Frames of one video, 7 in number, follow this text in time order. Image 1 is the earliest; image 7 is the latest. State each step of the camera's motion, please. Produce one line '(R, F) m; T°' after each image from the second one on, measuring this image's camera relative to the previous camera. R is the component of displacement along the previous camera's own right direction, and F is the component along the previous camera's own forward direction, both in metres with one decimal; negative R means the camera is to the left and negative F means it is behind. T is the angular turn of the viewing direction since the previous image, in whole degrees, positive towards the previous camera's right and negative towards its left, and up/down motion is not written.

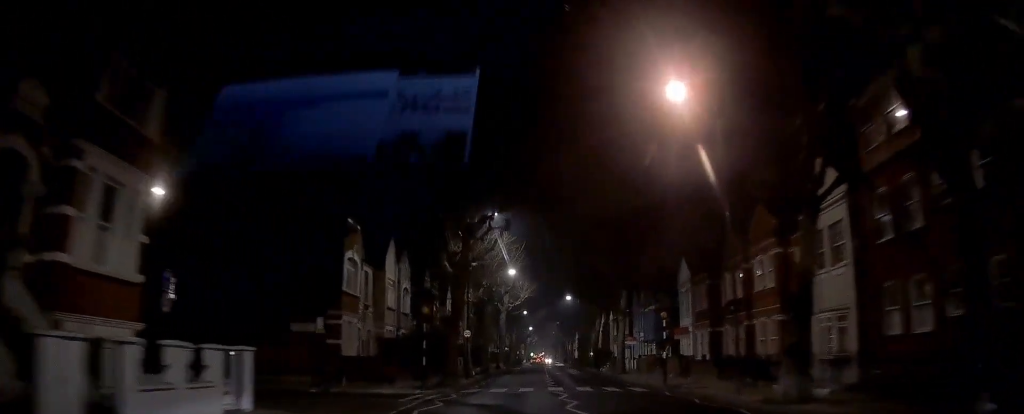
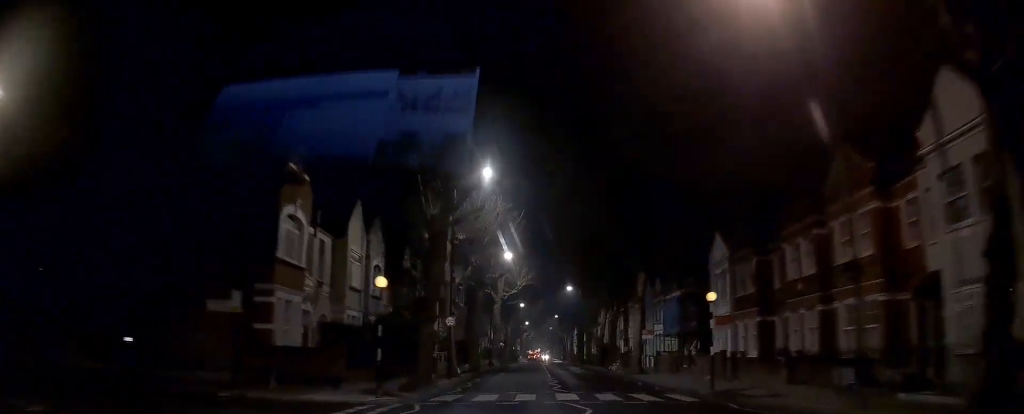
(+0.1, +7.5) m; +1°
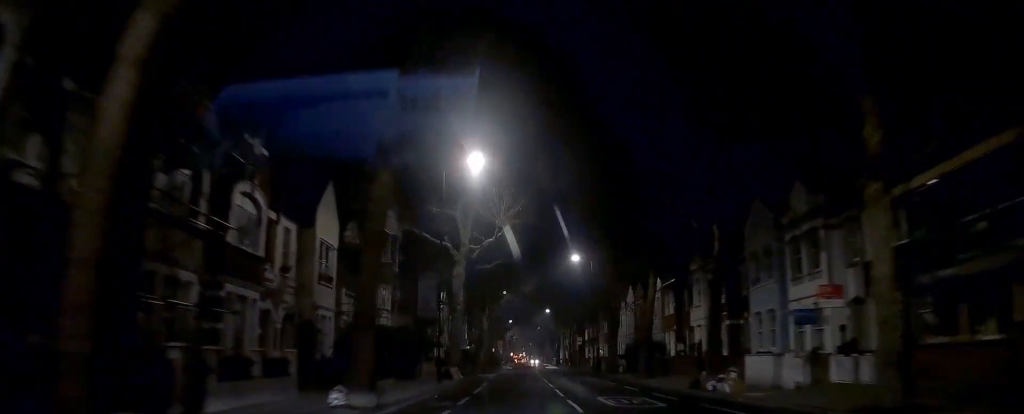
(+0.3, +27.3) m; +1°
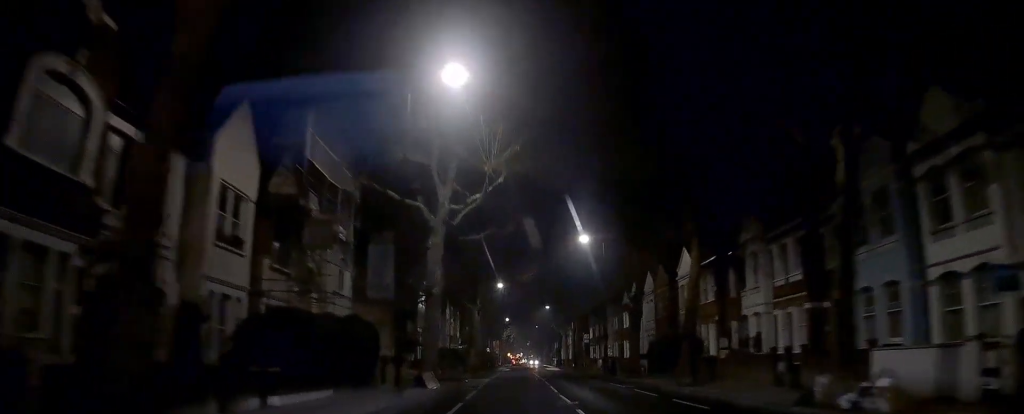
(+0.1, +8.4) m; +1°
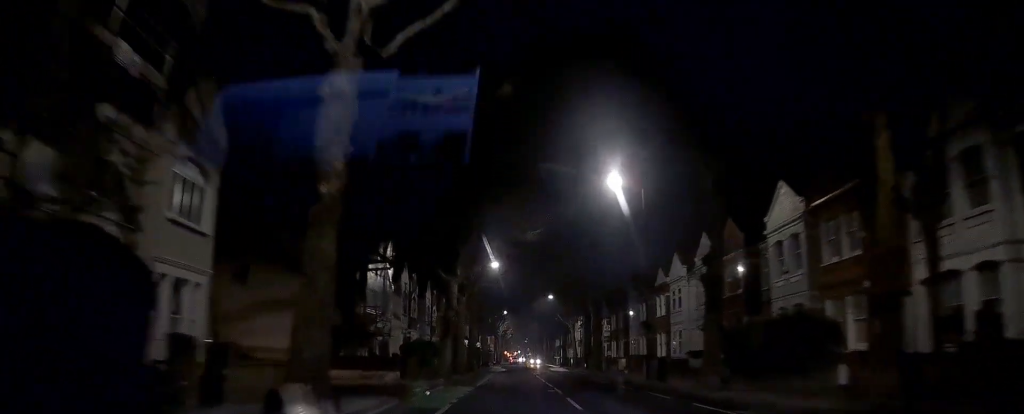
(+0.1, +14.6) m; 0°
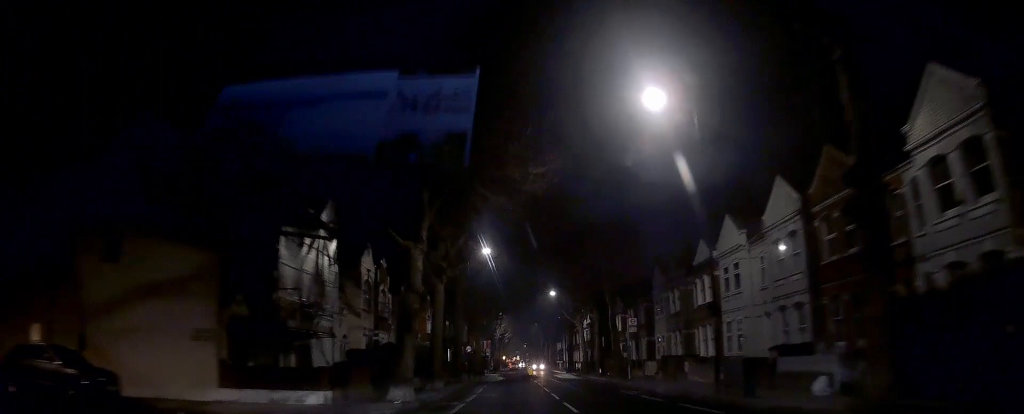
(0.0, +11.4) m; 0°
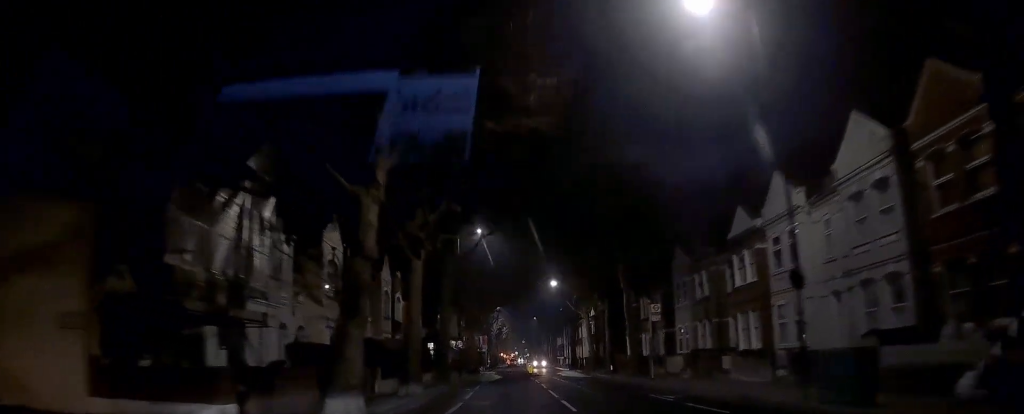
(0.0, +6.9) m; 0°
